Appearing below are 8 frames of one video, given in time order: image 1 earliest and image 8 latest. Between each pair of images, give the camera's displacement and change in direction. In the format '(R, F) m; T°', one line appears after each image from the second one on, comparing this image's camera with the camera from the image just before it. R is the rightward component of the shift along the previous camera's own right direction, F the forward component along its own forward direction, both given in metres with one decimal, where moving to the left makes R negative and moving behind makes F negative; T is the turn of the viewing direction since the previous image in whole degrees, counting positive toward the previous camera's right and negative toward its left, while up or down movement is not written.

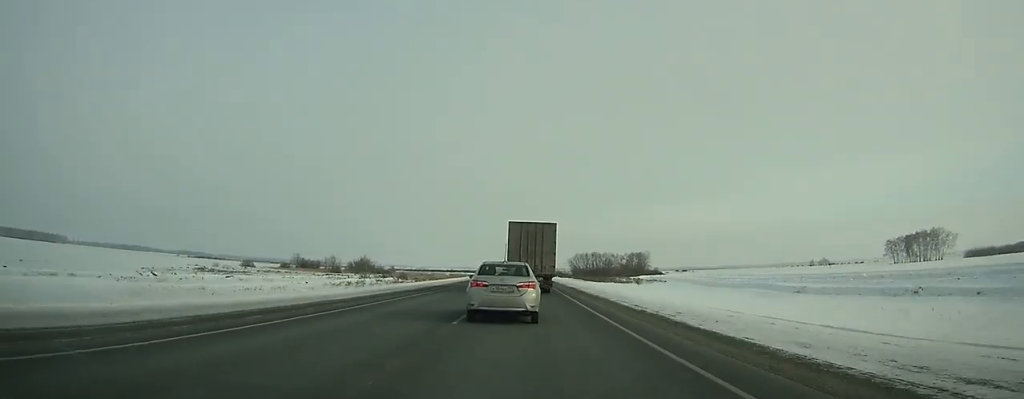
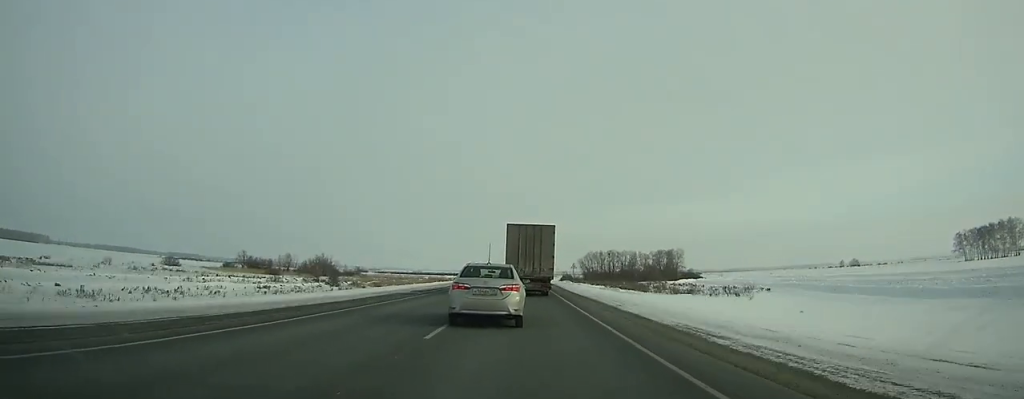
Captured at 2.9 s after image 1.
(-0.1, +62.9) m; 0°
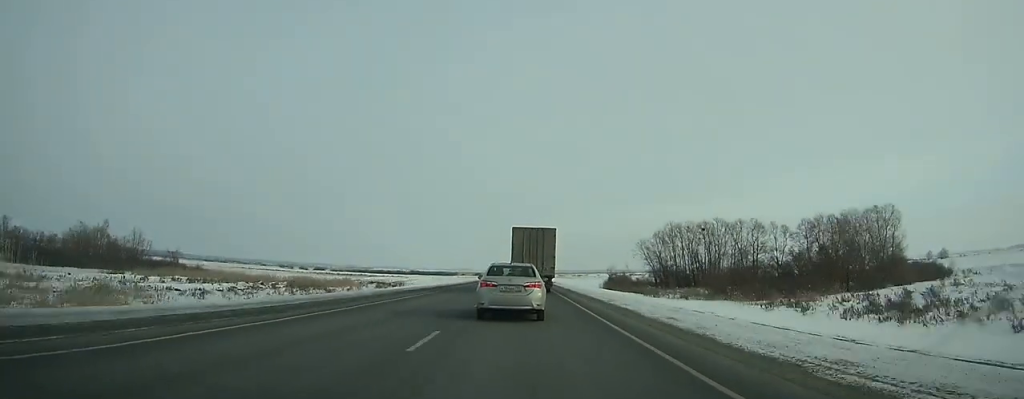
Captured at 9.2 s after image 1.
(+0.1, +134.4) m; 0°
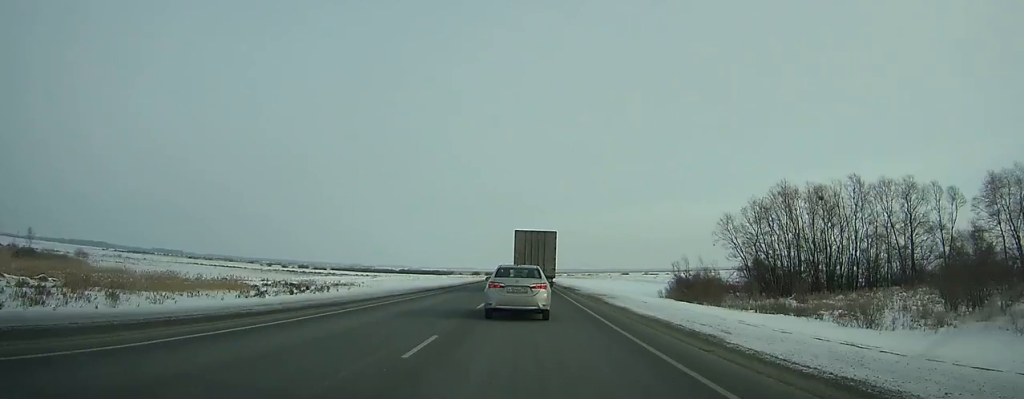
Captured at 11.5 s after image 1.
(+0.1, +48.7) m; 0°
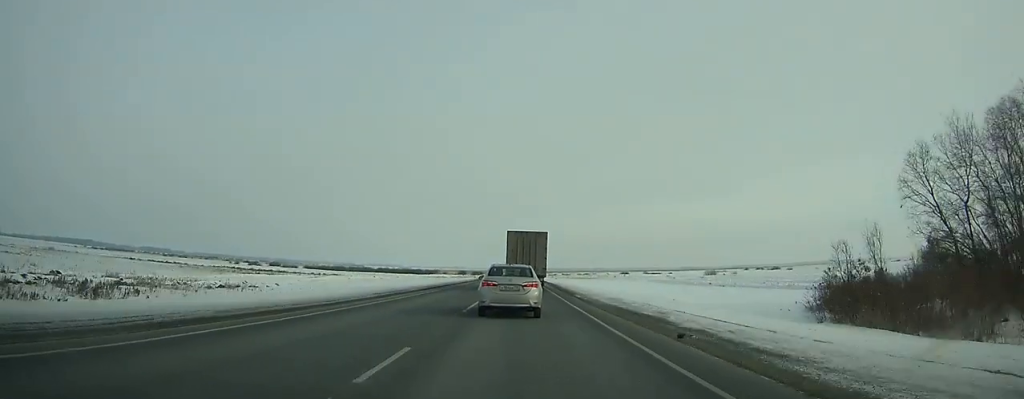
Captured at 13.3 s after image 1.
(0.0, +38.1) m; 0°
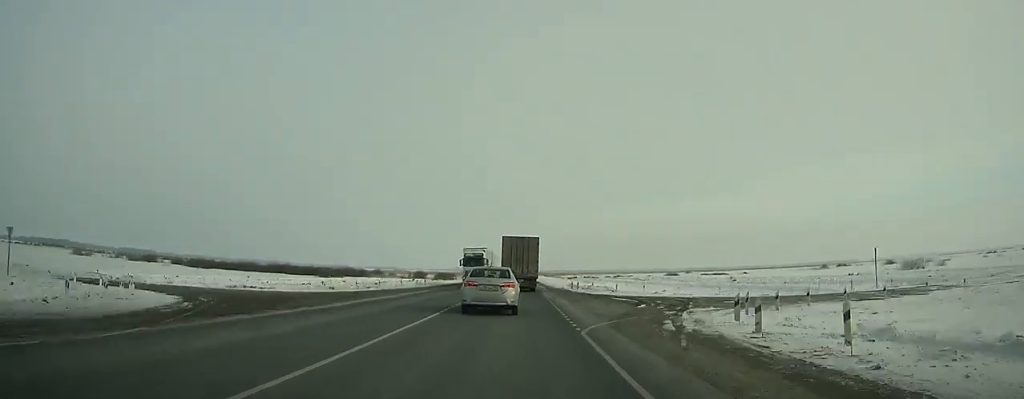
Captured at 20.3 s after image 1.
(-0.9, +150.1) m; 0°
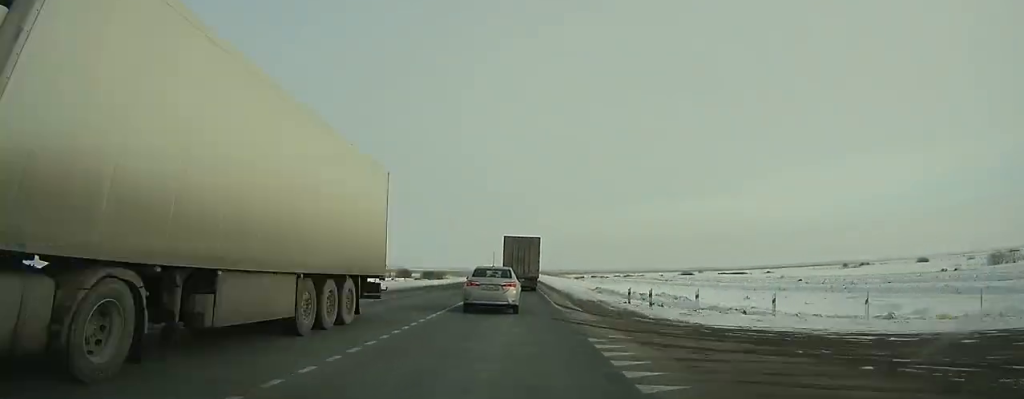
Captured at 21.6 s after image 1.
(+0.1, +28.3) m; 0°
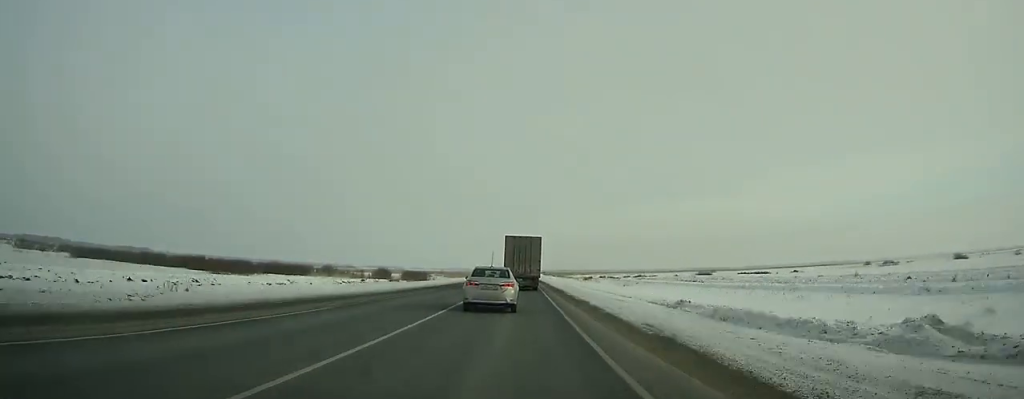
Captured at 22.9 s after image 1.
(+0.1, +28.5) m; 0°
